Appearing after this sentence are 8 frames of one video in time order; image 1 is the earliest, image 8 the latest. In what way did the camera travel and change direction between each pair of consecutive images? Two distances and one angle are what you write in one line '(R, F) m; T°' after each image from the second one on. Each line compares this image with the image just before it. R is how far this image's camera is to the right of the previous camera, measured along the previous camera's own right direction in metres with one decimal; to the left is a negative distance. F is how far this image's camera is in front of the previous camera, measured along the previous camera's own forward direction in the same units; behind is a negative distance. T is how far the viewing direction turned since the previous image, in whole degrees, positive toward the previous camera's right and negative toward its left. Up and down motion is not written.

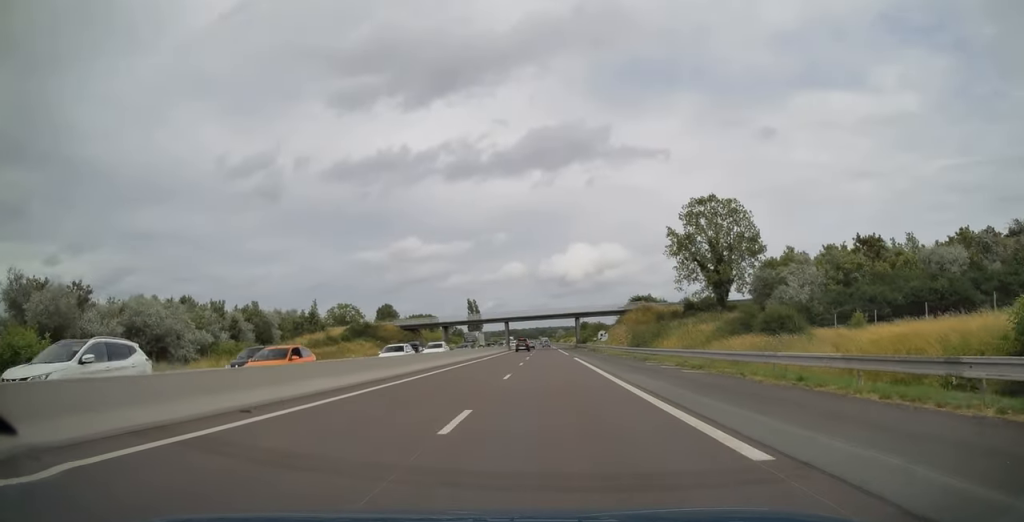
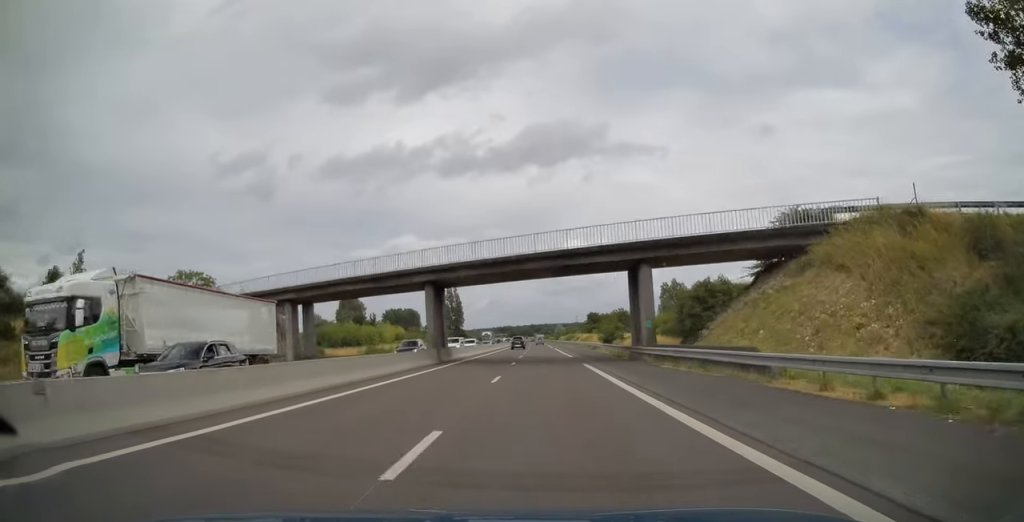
(-0.6, +67.7) m; -1°
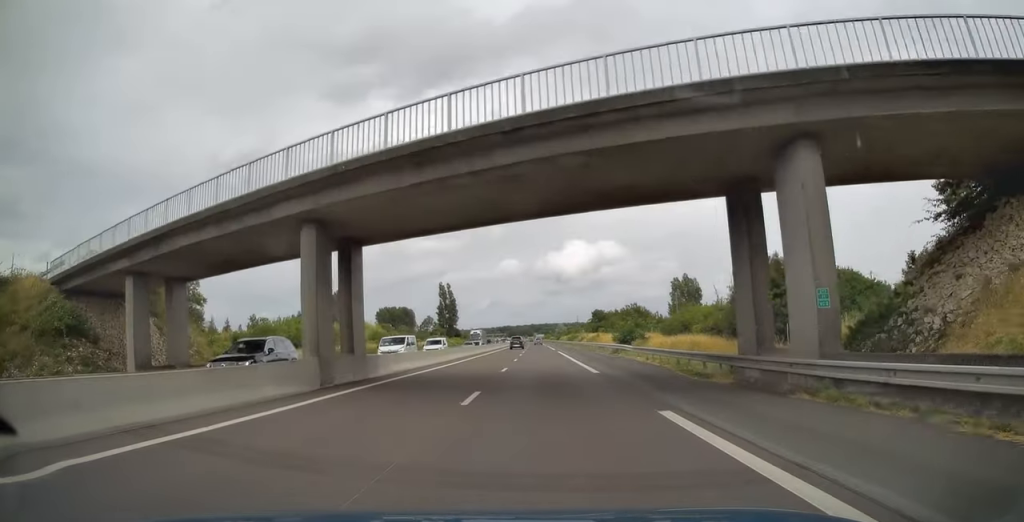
(0.0, +19.3) m; 0°
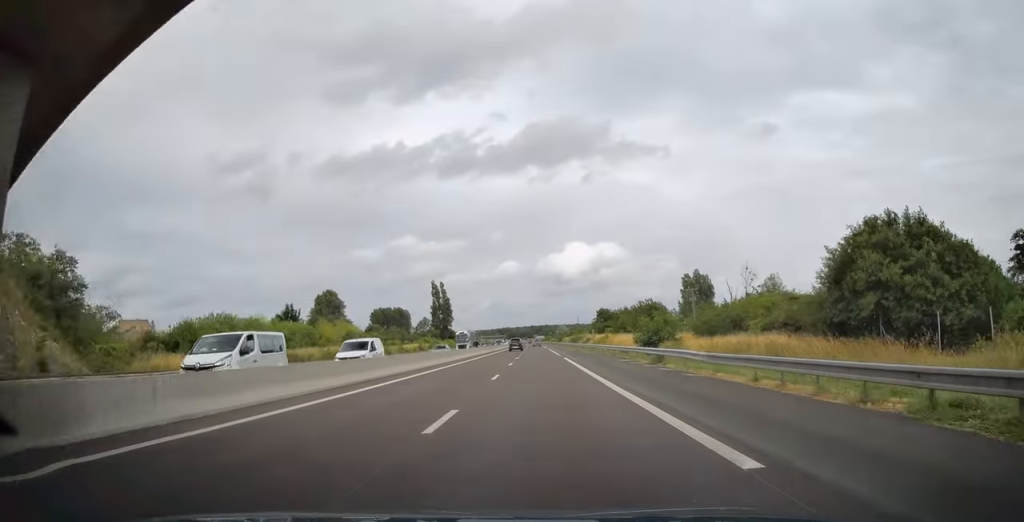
(+0.1, +16.6) m; 0°
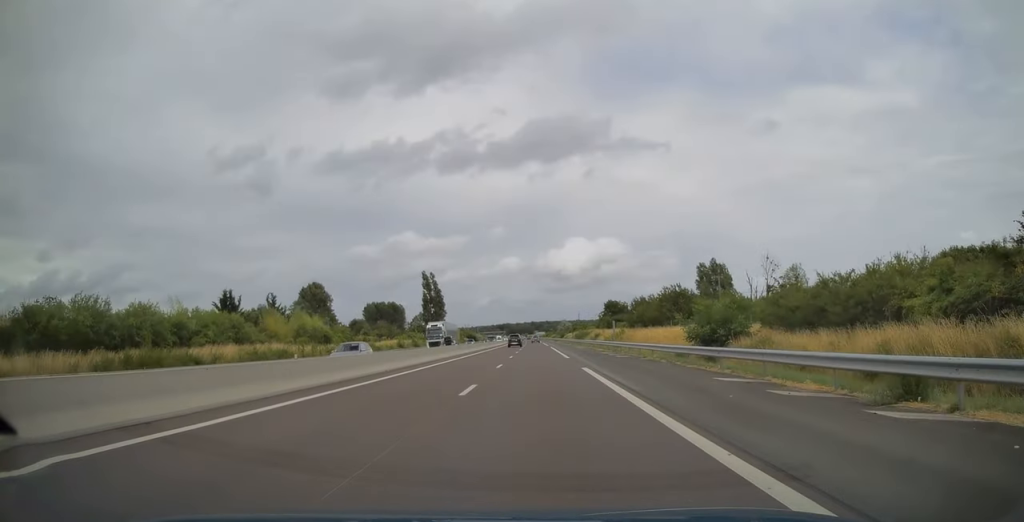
(0.0, +20.4) m; 0°
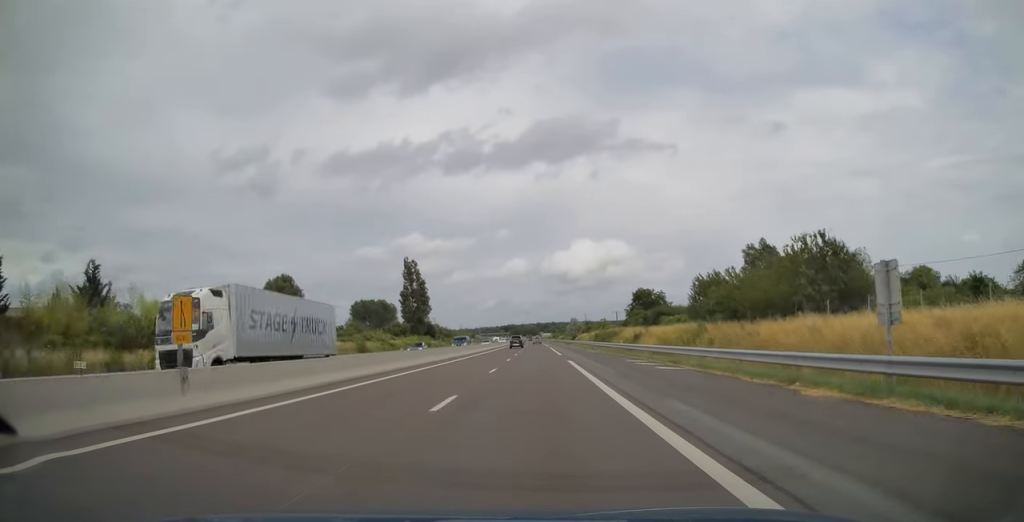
(0.0, +42.0) m; 0°
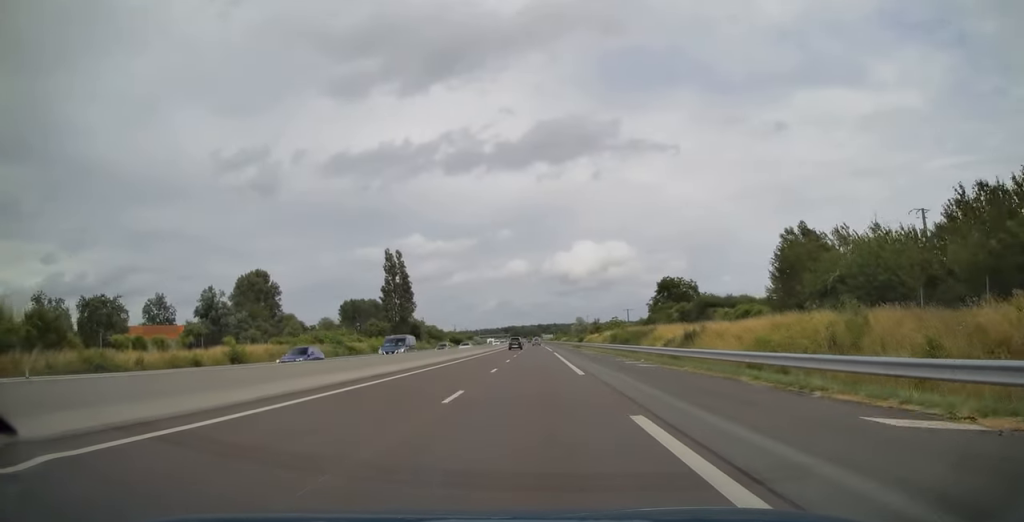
(0.0, +24.2) m; 0°
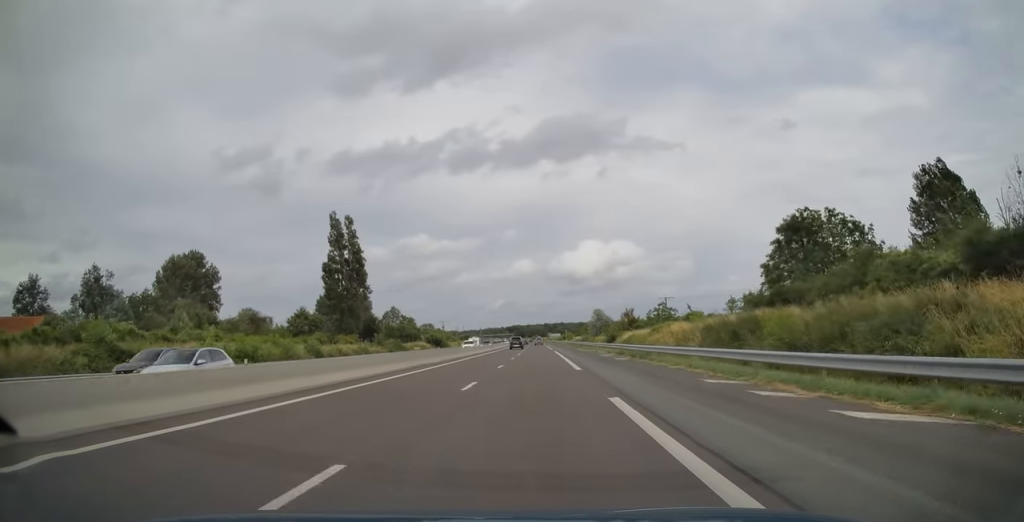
(-0.1, +49.0) m; -1°
